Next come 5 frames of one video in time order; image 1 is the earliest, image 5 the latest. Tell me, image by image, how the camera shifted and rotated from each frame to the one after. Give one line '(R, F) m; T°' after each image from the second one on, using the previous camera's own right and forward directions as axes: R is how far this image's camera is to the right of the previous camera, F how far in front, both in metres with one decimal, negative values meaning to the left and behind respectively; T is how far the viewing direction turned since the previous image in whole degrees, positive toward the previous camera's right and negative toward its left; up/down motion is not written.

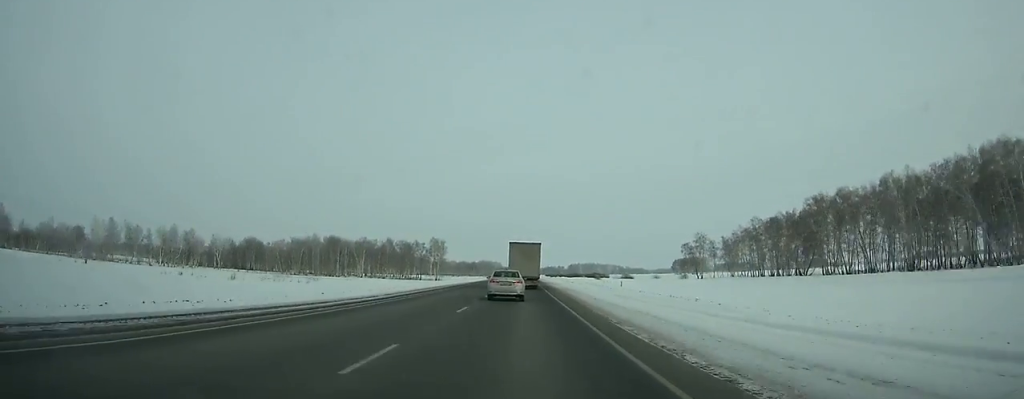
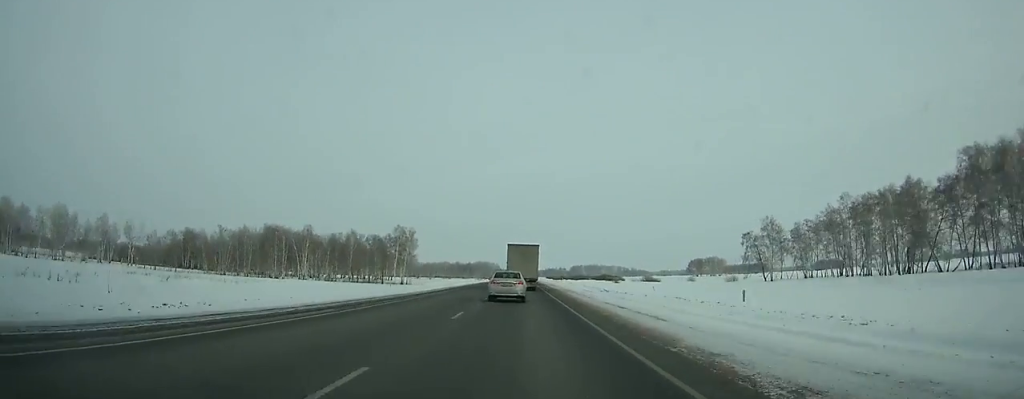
(+0.2, +63.1) m; 0°
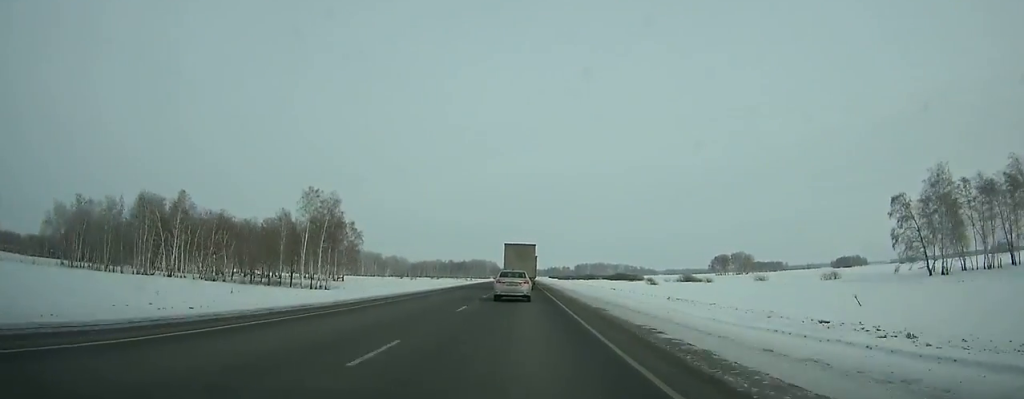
(+0.1, +68.4) m; 0°
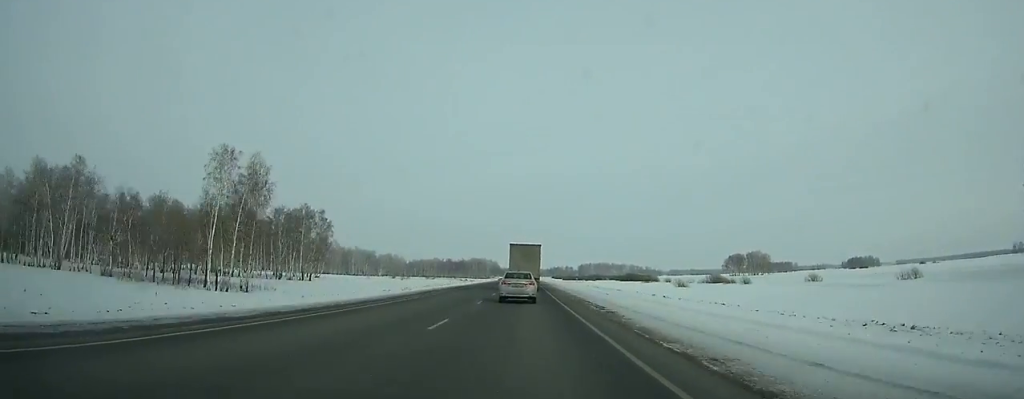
(0.0, +28.5) m; 0°
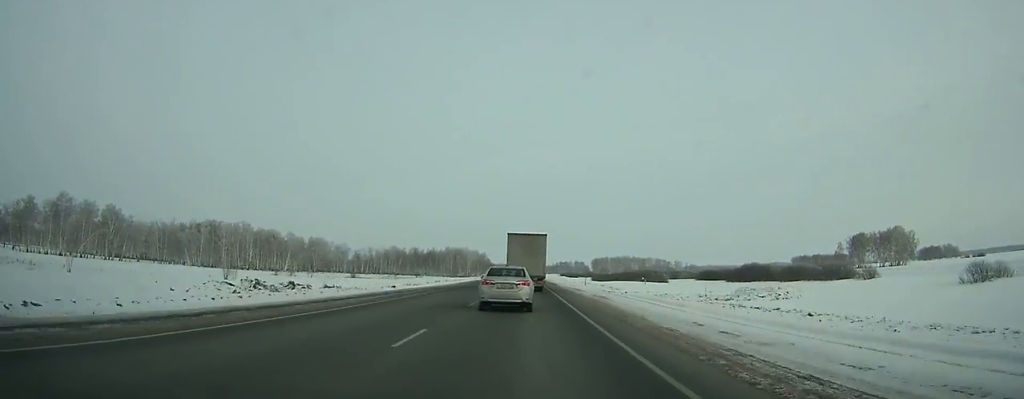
(+0.6, +175.7) m; 0°
